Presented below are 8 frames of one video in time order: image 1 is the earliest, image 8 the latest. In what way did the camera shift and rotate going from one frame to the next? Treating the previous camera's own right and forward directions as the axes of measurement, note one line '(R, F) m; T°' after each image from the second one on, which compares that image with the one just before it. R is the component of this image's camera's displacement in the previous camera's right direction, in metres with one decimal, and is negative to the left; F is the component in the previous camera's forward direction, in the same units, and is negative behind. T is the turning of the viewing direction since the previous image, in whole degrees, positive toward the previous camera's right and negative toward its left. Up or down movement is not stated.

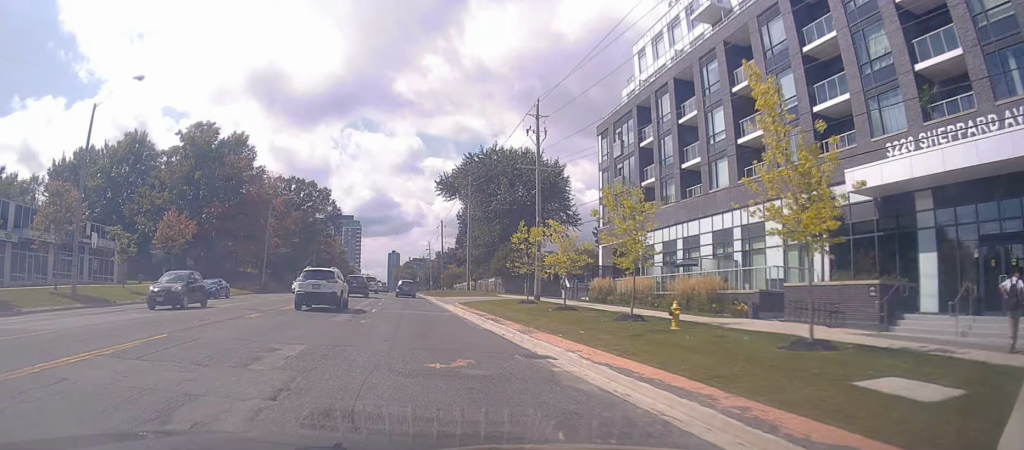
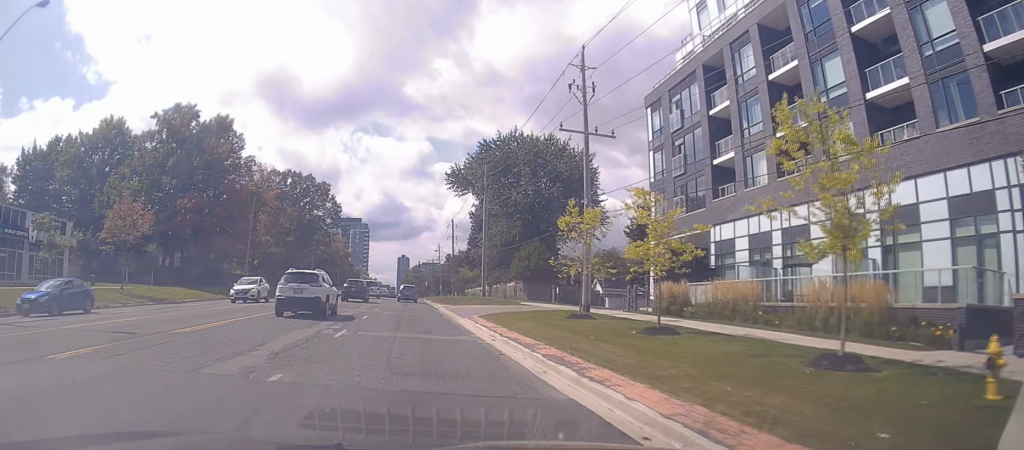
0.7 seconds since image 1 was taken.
(-0.7, +10.1) m; 0°
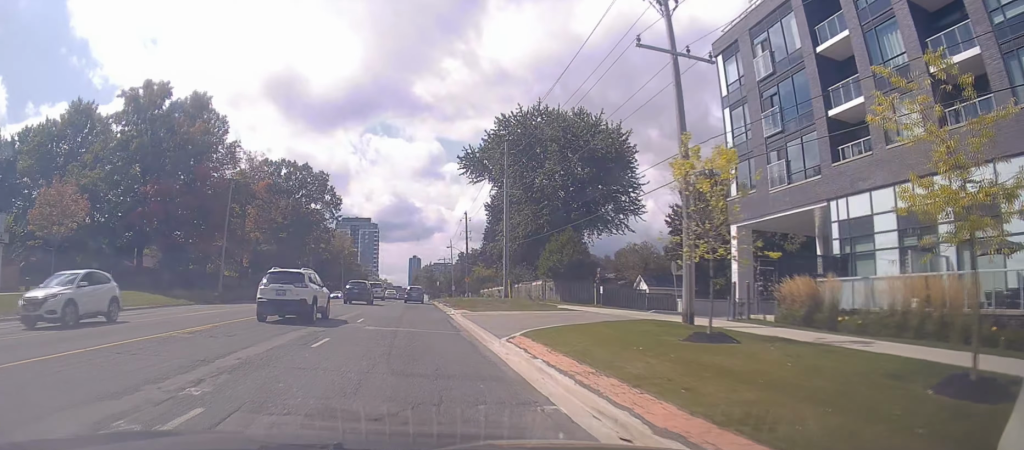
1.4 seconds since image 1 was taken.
(+0.2, +10.2) m; 0°
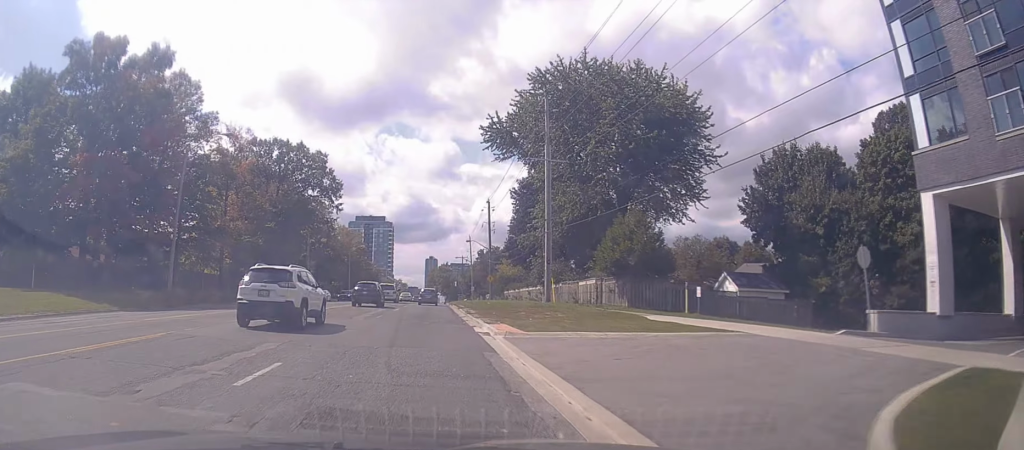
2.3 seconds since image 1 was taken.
(+0.2, +13.1) m; -2°
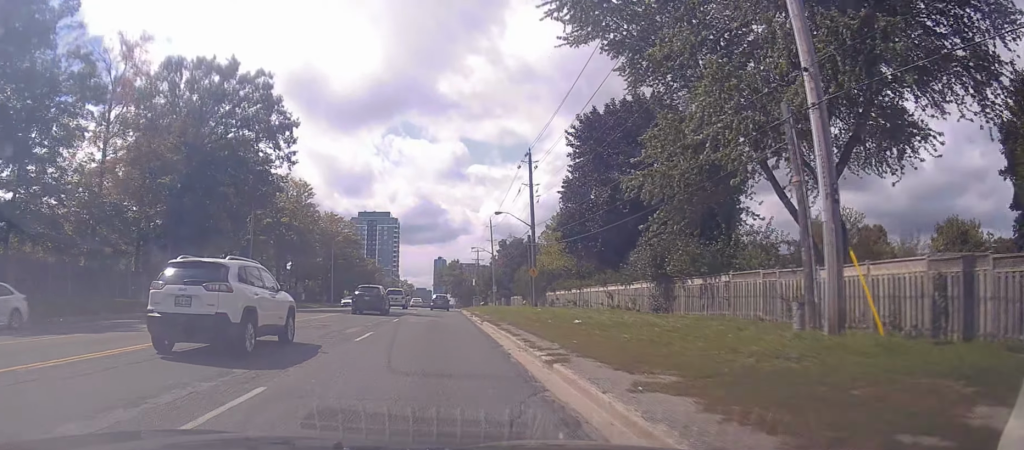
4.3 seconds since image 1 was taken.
(-1.5, +28.8) m; -3°
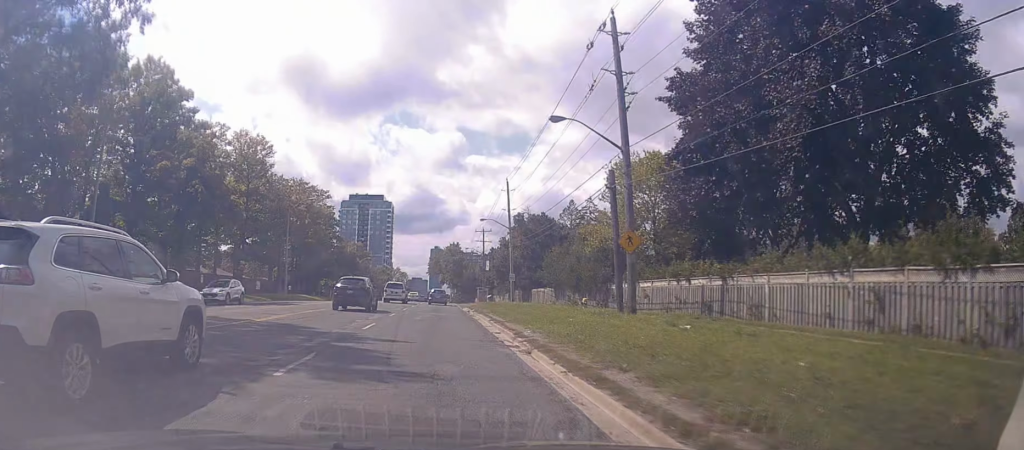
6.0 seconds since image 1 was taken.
(0.0, +25.6) m; 0°
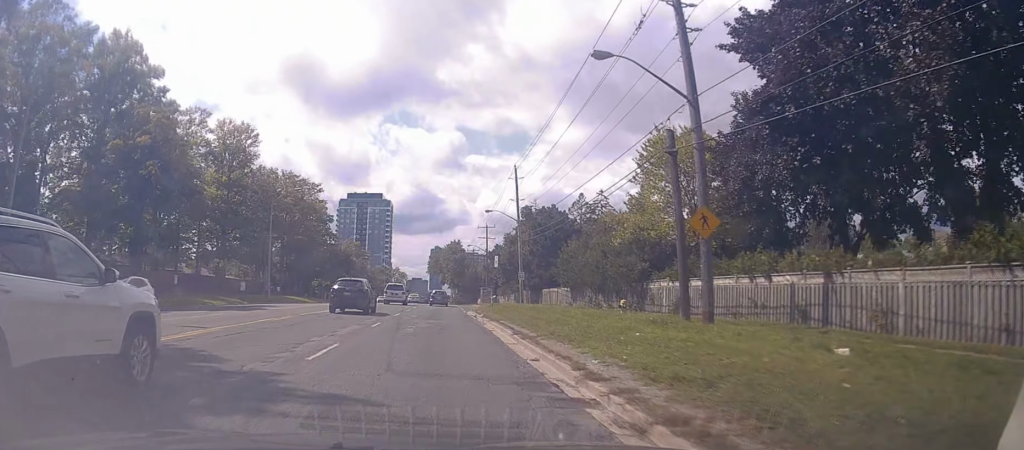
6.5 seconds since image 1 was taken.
(+0.1, +7.0) m; 0°
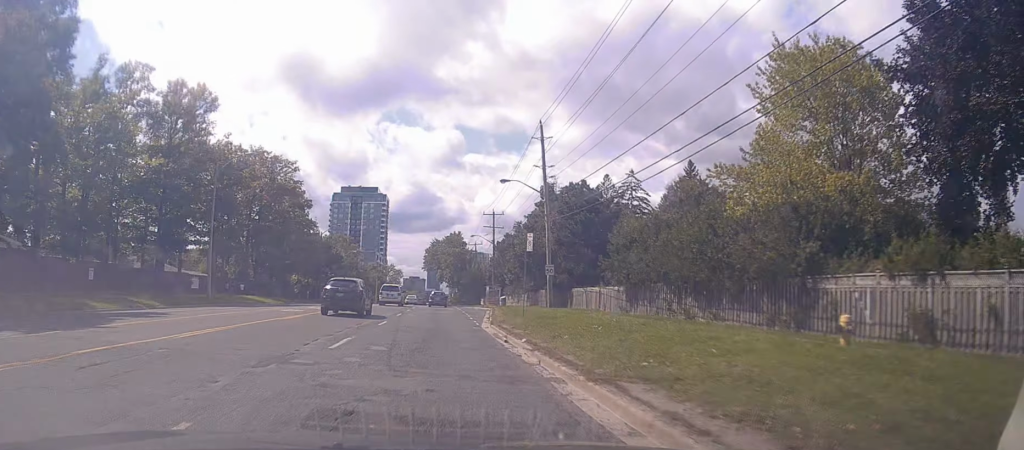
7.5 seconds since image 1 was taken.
(+0.1, +15.6) m; 0°
